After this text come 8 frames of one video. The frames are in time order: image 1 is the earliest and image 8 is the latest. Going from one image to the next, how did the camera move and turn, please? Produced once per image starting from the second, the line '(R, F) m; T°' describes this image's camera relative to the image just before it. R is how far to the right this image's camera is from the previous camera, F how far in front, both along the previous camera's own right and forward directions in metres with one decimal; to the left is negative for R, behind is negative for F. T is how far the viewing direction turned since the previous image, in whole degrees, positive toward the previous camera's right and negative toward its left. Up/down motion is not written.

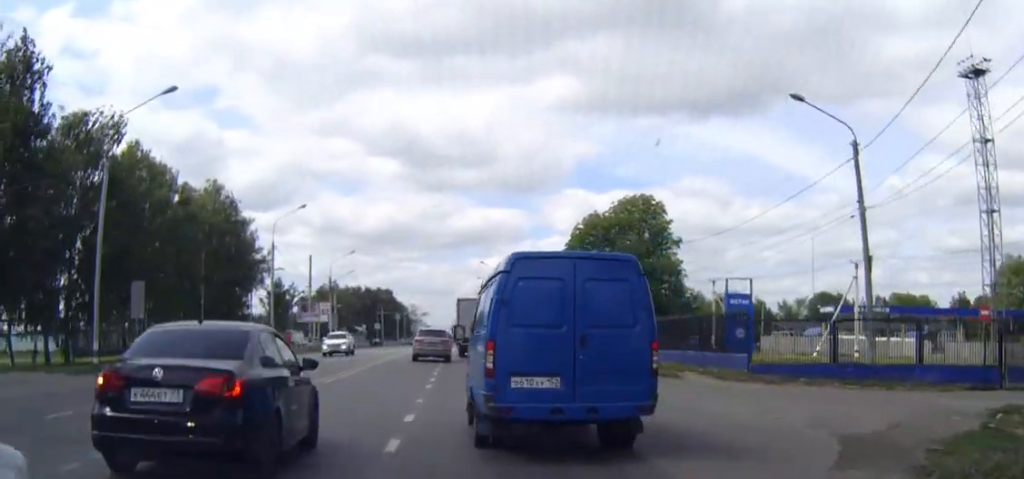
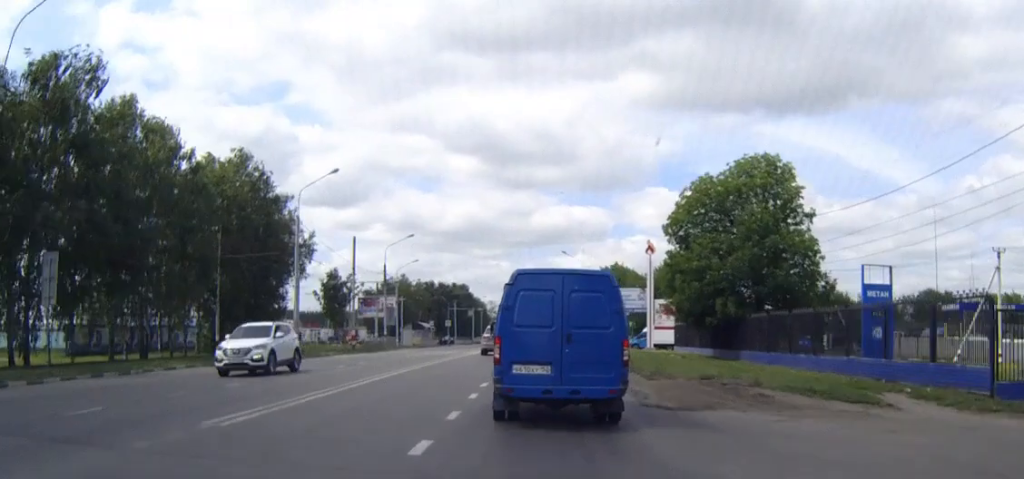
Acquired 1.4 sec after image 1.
(0.0, +12.6) m; -2°
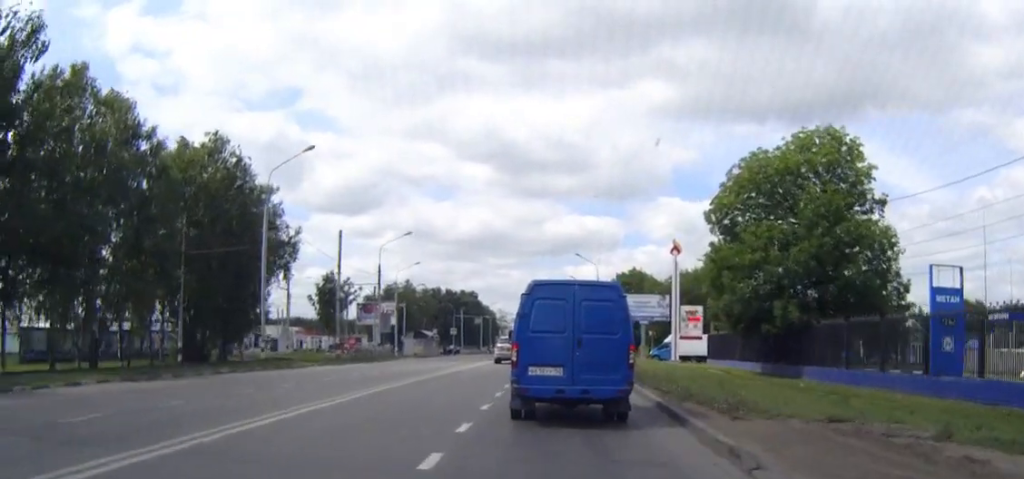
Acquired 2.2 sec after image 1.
(-0.1, +8.2) m; -1°
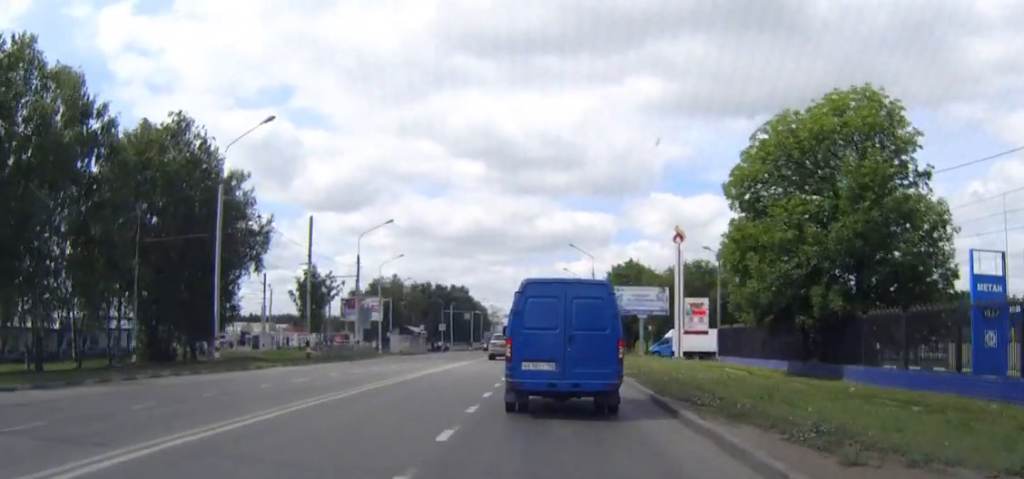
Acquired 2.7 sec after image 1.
(0.0, +5.4) m; 0°
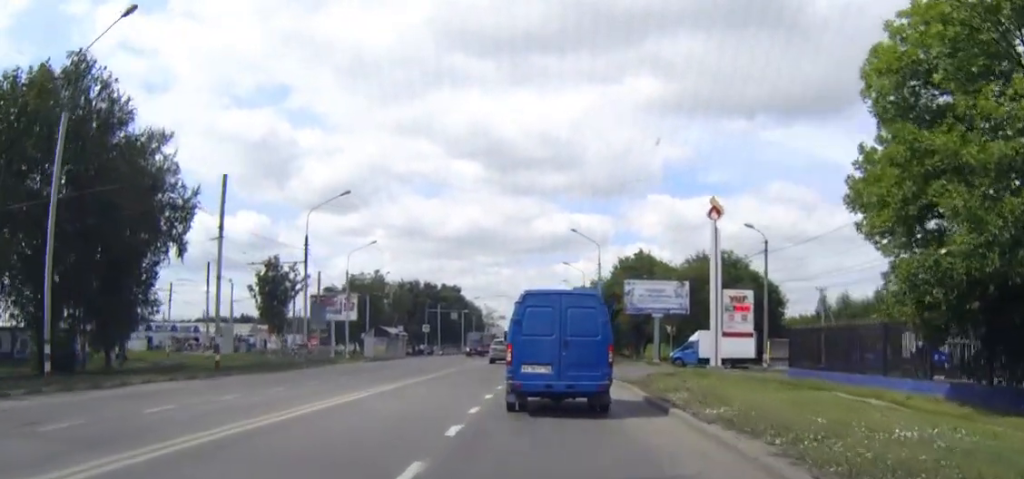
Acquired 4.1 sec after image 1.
(-0.2, +14.6) m; -1°
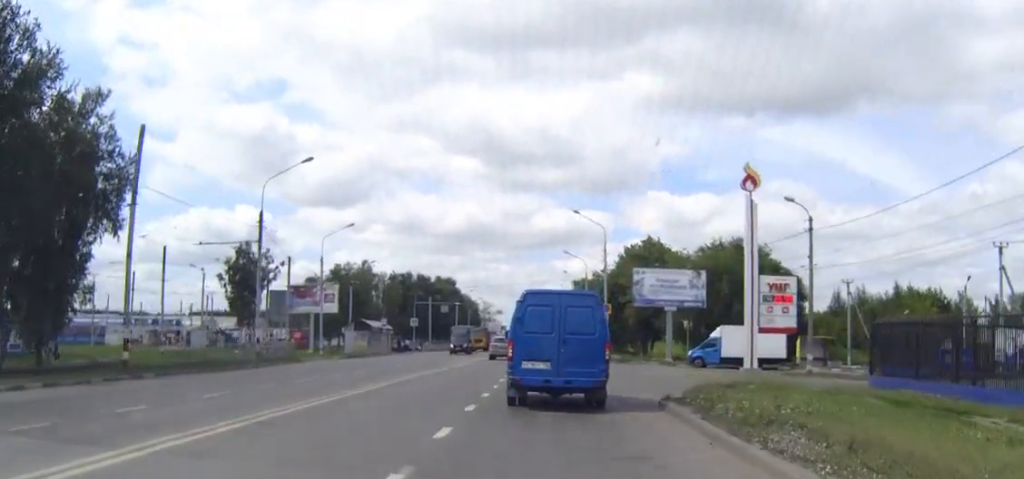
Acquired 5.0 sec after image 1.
(0.0, +8.8) m; 0°
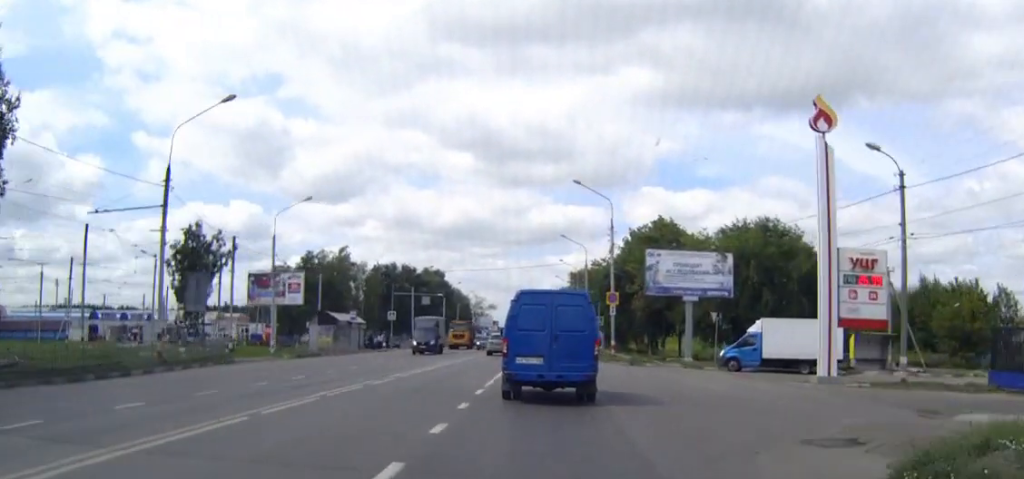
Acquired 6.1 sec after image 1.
(0.0, +11.8) m; 0°
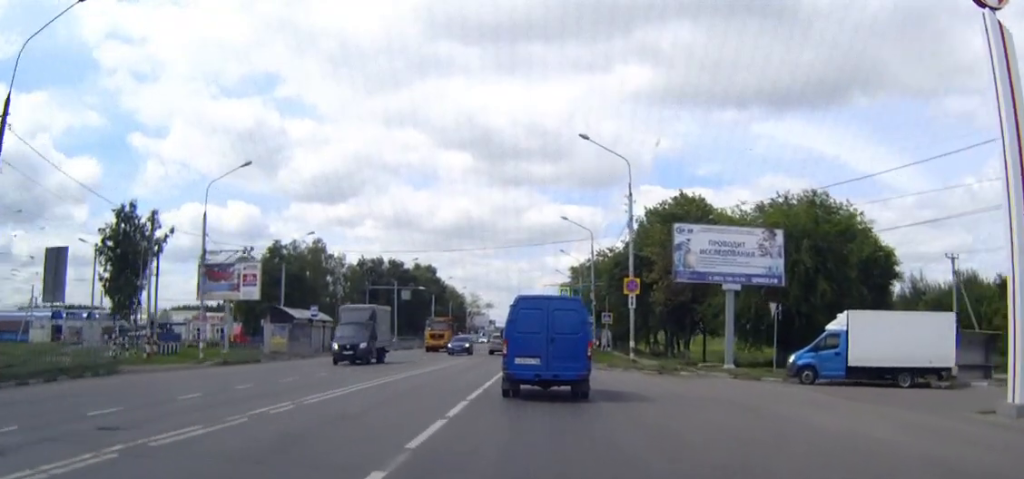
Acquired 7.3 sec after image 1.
(+0.1, +12.9) m; +1°
